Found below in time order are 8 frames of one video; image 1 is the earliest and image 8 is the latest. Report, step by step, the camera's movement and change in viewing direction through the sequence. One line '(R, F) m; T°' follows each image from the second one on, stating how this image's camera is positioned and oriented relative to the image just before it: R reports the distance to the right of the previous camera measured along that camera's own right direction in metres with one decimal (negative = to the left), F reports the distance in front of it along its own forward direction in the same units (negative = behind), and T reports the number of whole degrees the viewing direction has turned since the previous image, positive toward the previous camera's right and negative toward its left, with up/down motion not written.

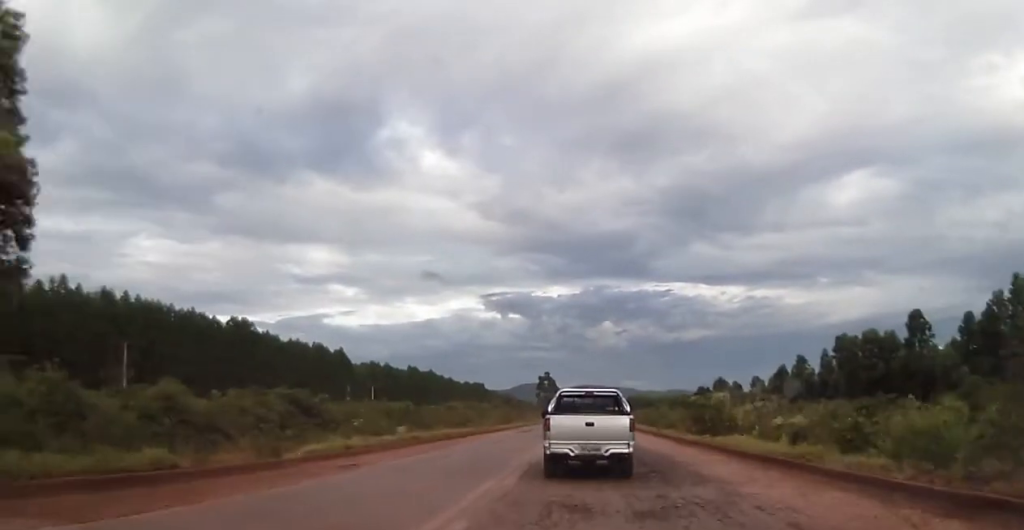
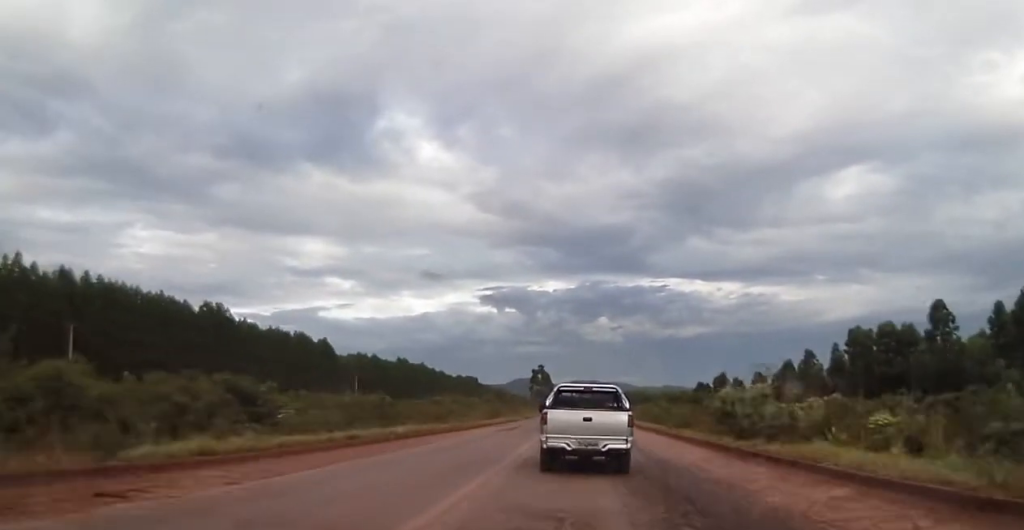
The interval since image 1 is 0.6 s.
(+0.1, +9.8) m; 0°
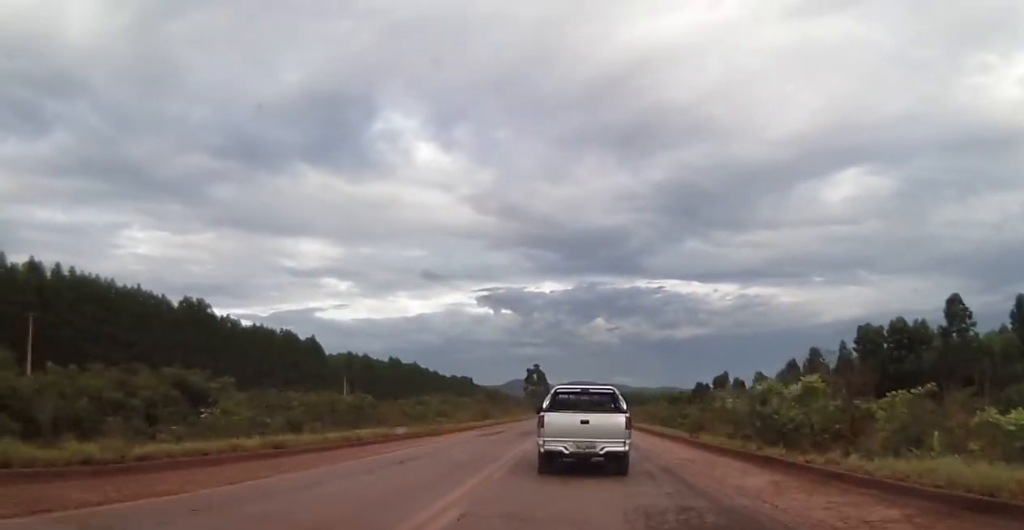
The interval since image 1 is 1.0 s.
(+0.1, +6.5) m; 0°
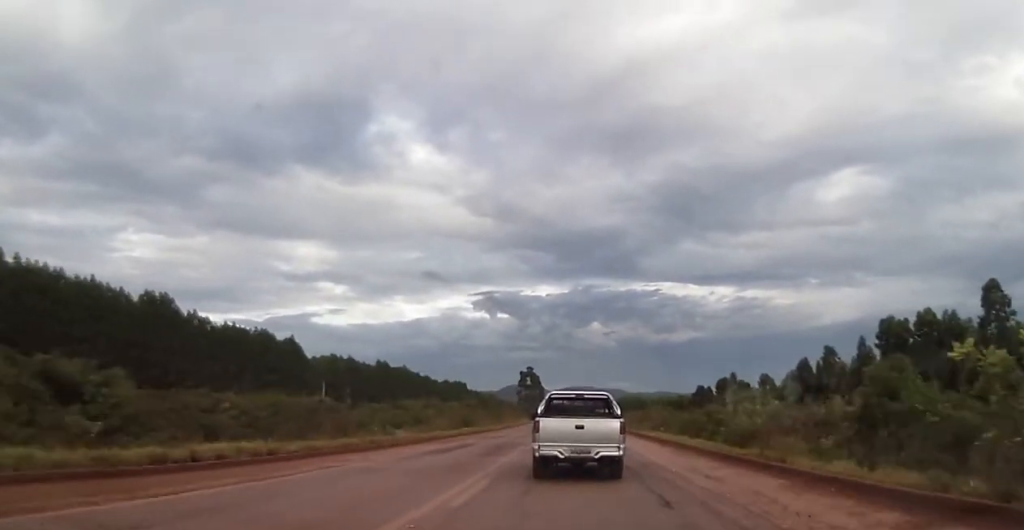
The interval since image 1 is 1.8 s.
(-0.1, +12.1) m; 0°
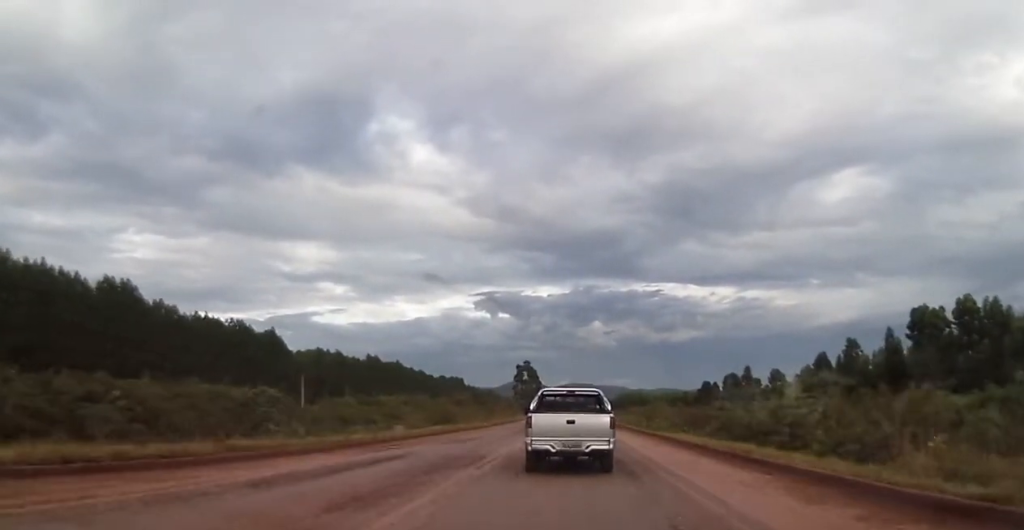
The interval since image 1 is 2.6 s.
(-0.1, +12.5) m; 0°
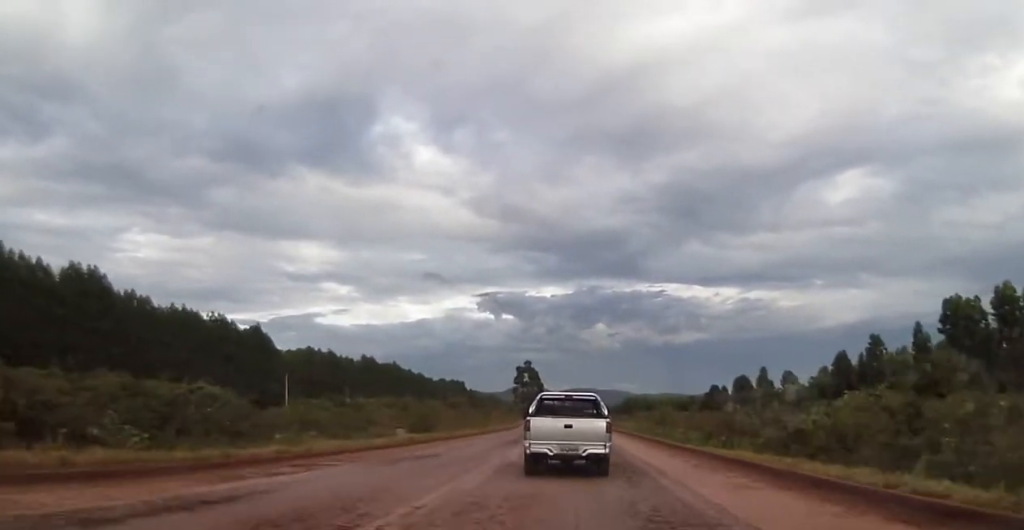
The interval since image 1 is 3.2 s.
(-0.1, +9.8) m; +1°
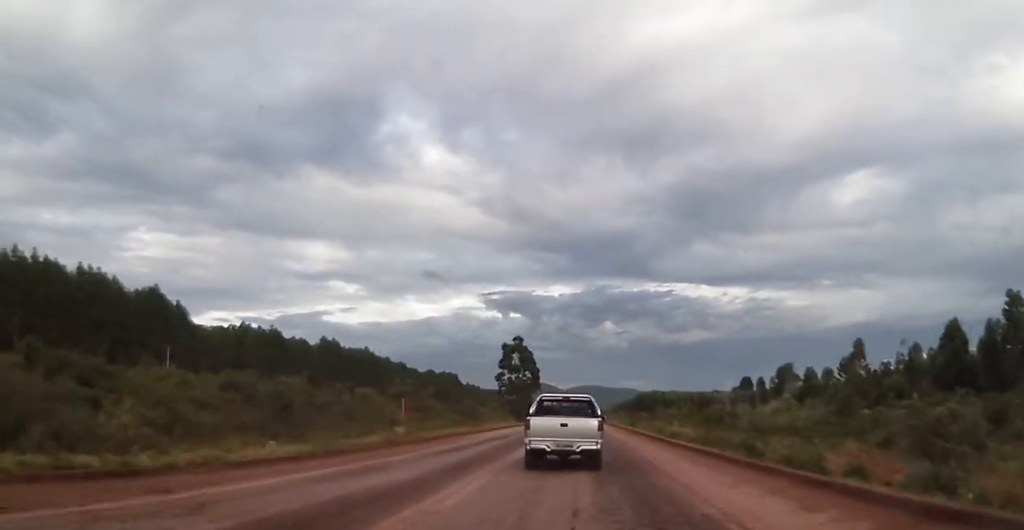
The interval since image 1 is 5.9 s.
(+0.2, +41.5) m; -1°
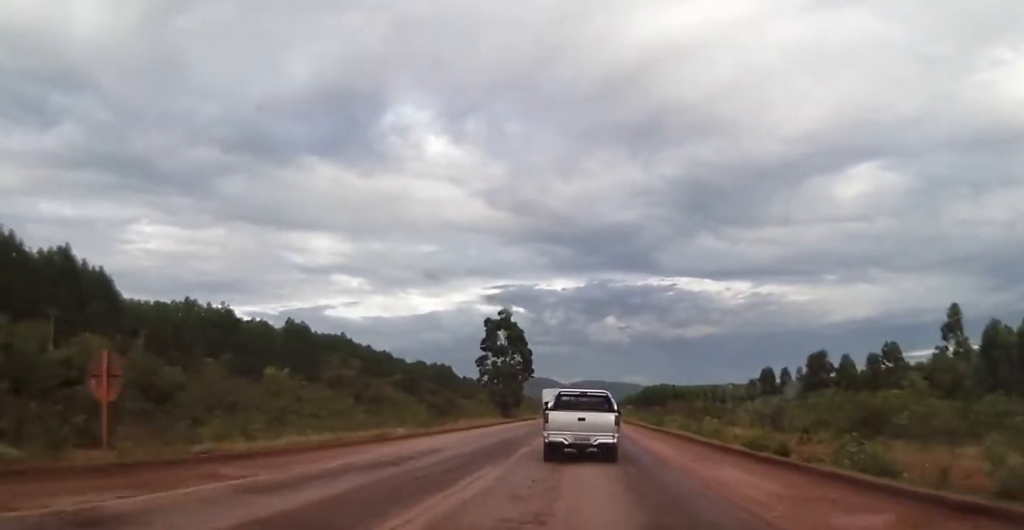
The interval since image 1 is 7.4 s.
(0.0, +23.1) m; +1°
